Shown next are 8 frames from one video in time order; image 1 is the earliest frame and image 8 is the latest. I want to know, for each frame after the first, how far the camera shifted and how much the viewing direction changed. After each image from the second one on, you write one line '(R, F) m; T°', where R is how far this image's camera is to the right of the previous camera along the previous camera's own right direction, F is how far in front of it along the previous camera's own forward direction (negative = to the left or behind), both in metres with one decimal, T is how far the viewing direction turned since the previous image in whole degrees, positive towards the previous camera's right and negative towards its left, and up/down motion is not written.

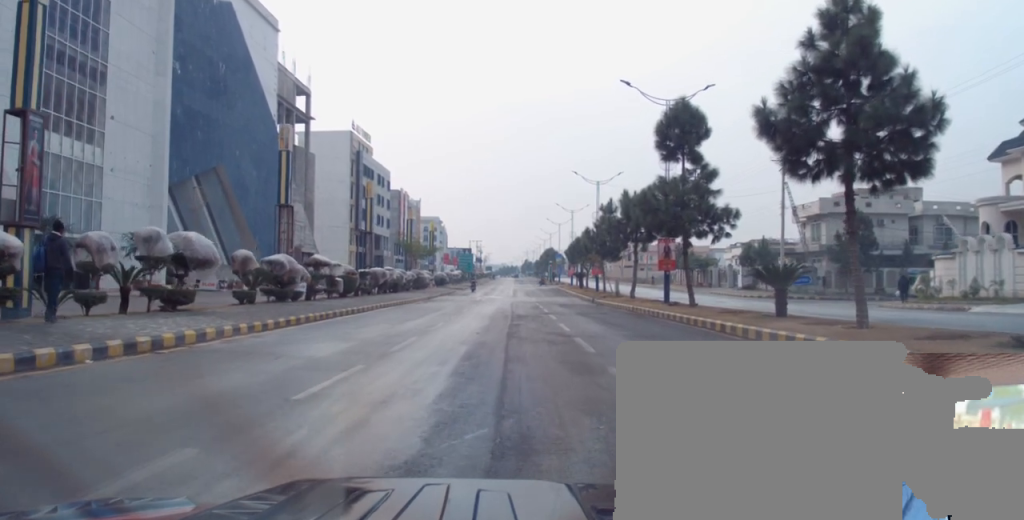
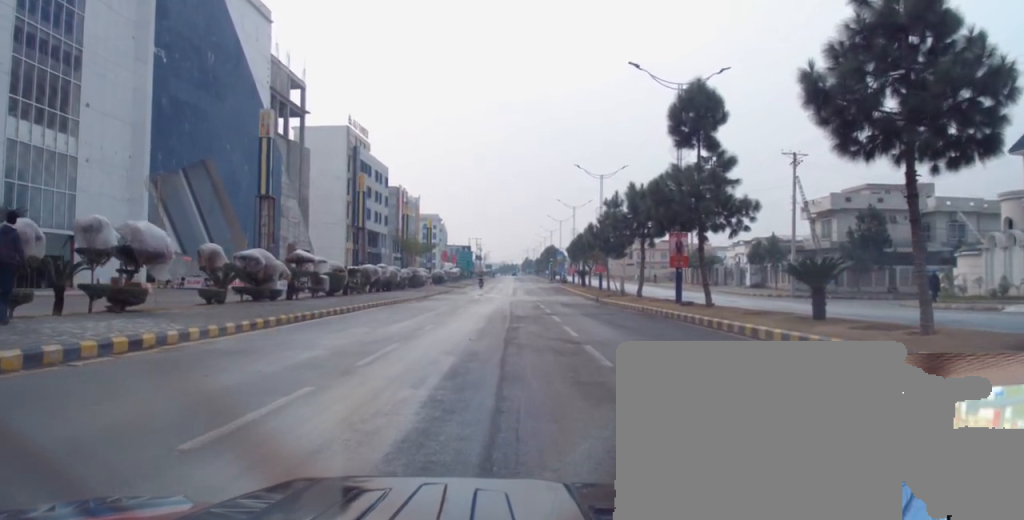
(-0.4, +2.4) m; -2°
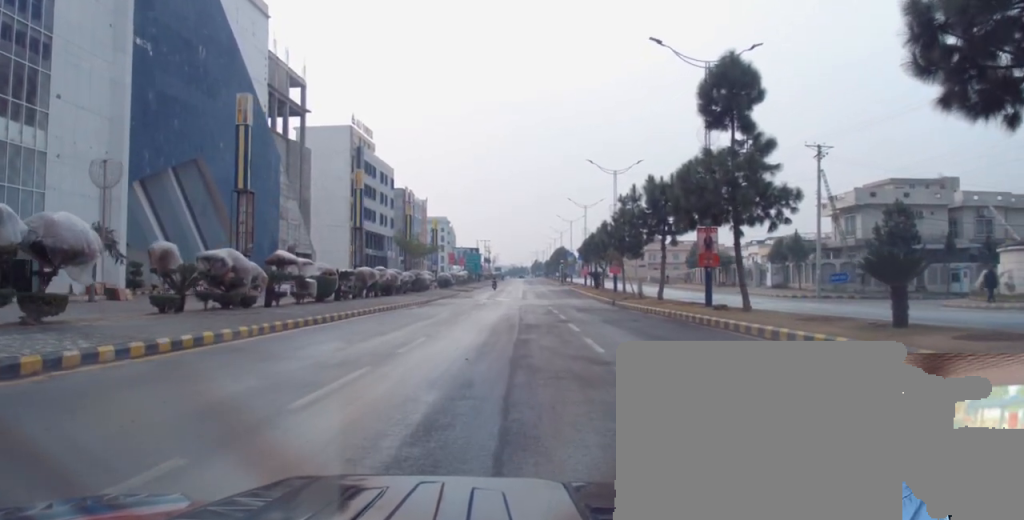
(+0.3, +3.2) m; +1°
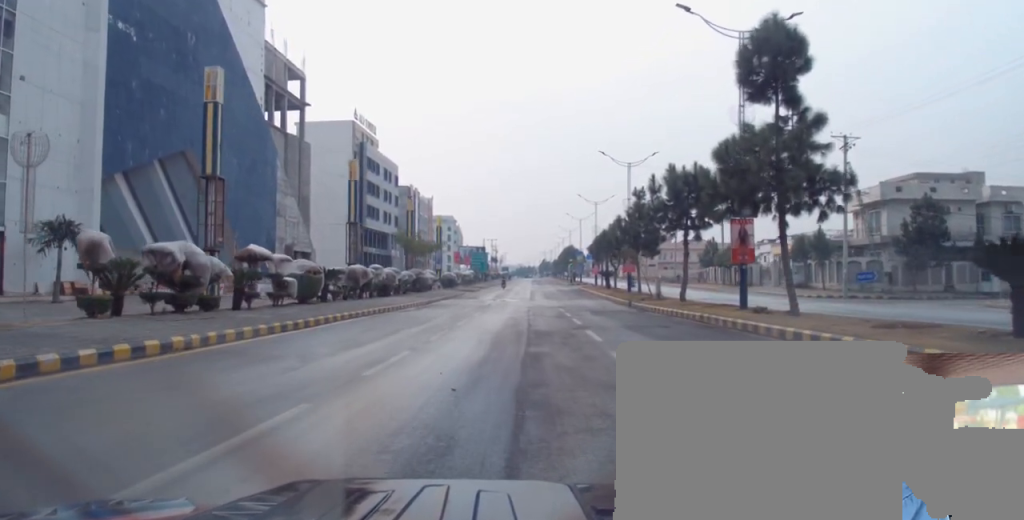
(-0.2, +3.4) m; +2°
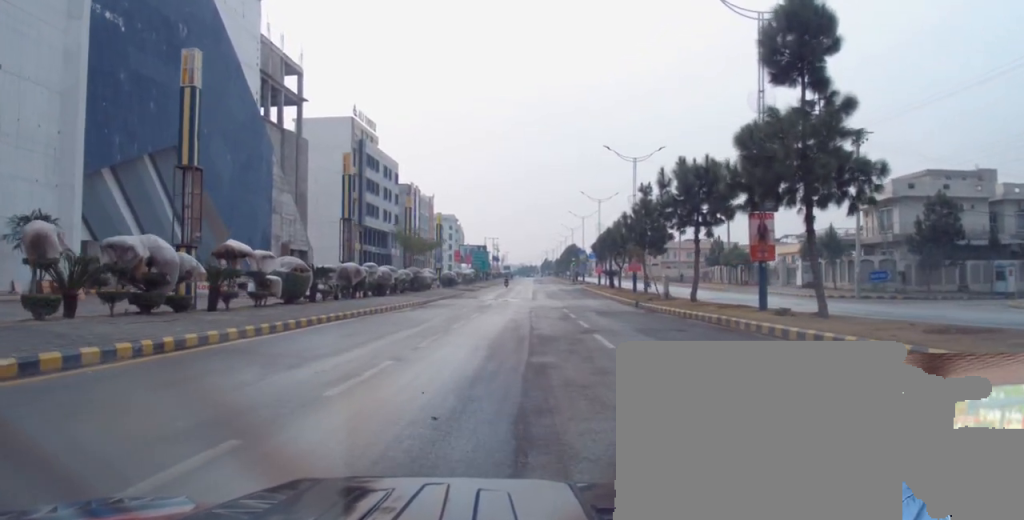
(+0.2, +1.9) m; +1°
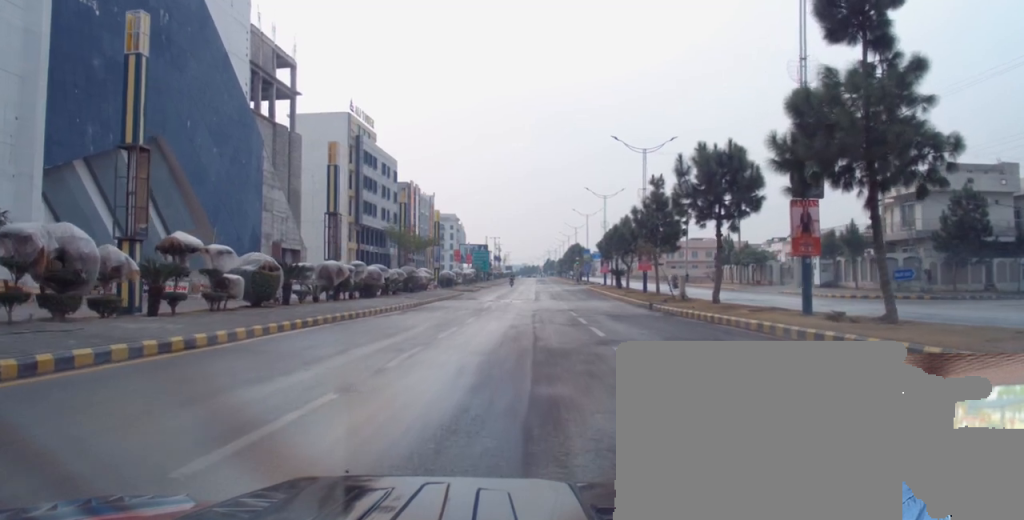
(0.0, +3.5) m; +1°
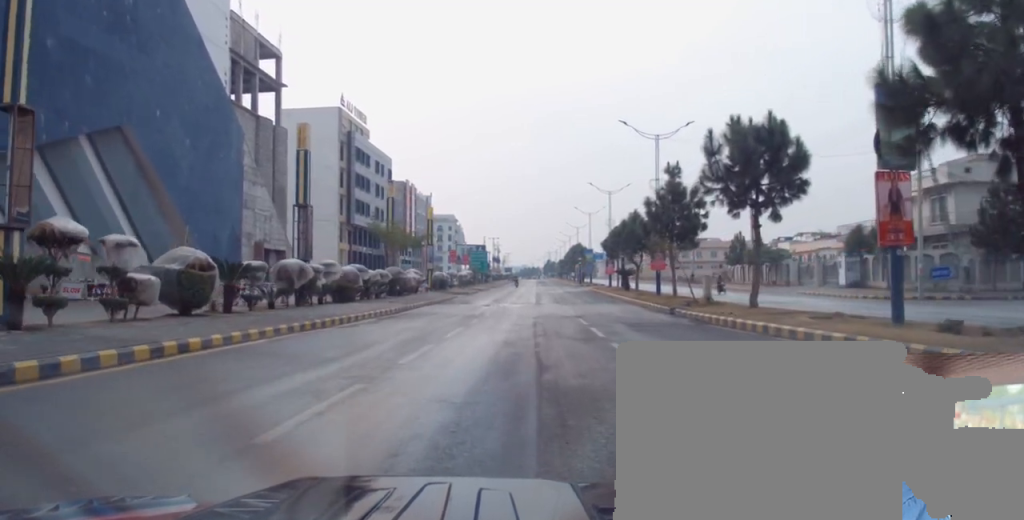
(+0.1, +4.9) m; +1°
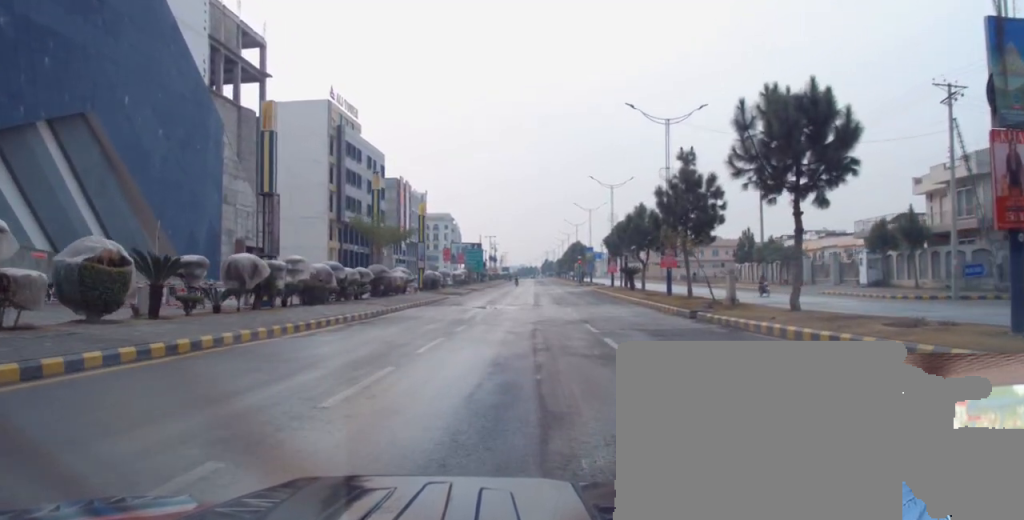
(-0.1, +4.1) m; -3°
